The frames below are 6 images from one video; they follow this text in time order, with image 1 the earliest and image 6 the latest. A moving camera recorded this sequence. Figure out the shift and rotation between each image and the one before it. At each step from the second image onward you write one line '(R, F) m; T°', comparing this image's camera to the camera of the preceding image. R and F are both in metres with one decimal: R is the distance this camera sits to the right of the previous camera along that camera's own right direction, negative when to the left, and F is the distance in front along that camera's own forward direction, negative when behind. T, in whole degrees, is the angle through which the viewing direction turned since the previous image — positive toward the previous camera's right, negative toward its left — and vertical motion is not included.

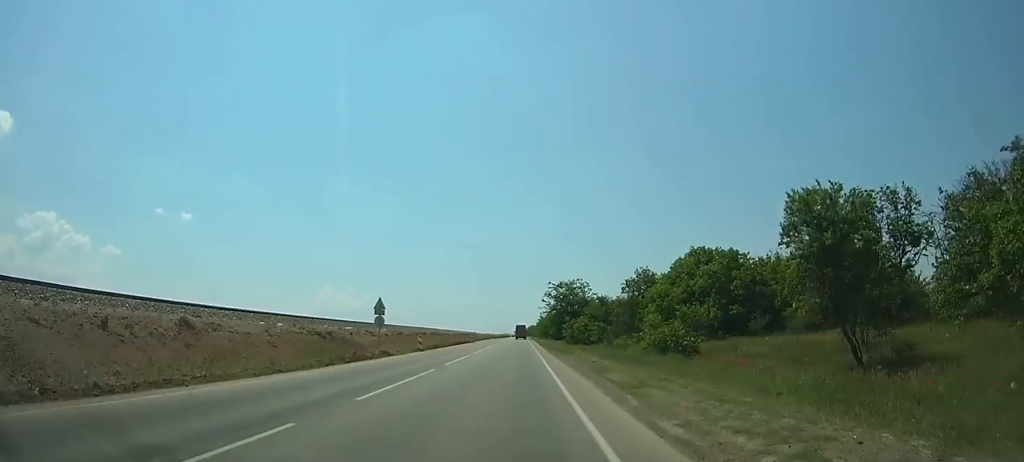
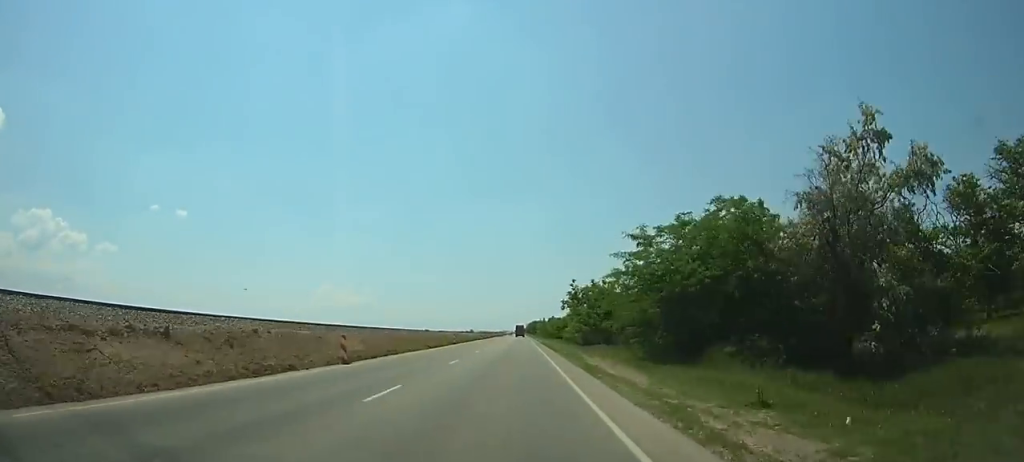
(+1.5, +105.1) m; +1°
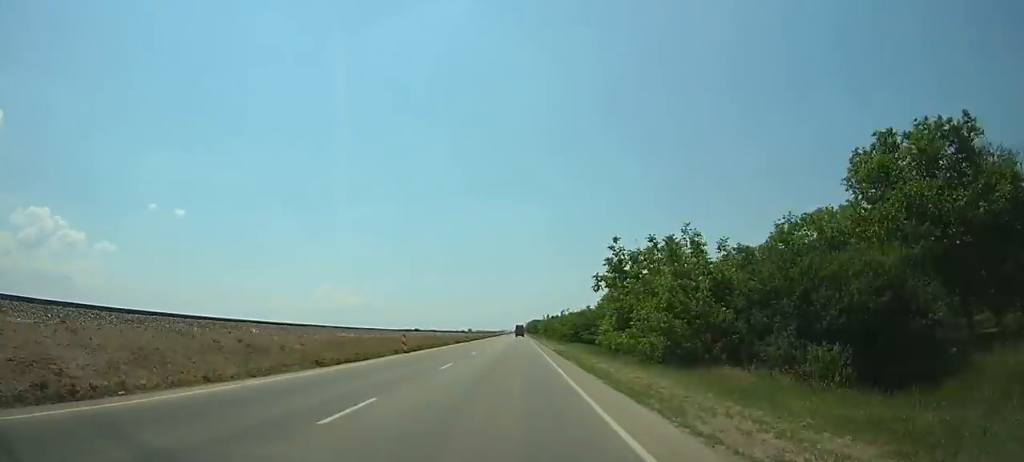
(+0.1, +26.8) m; 0°
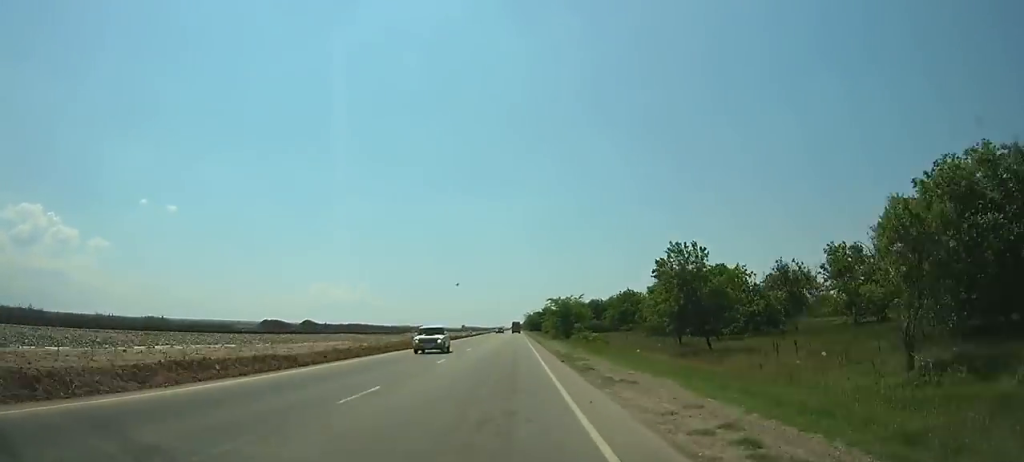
(+0.3, +142.0) m; 0°
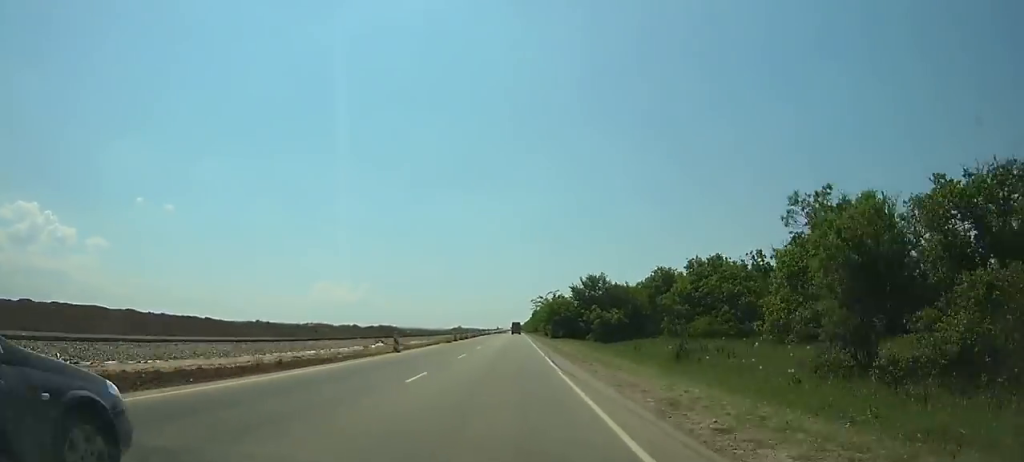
(-0.2, +111.3) m; 0°
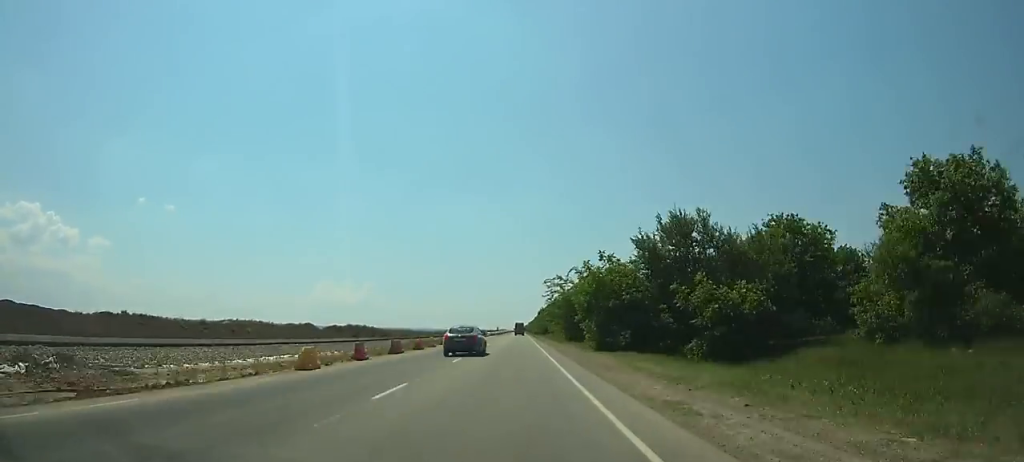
(-0.1, +38.3) m; 0°
